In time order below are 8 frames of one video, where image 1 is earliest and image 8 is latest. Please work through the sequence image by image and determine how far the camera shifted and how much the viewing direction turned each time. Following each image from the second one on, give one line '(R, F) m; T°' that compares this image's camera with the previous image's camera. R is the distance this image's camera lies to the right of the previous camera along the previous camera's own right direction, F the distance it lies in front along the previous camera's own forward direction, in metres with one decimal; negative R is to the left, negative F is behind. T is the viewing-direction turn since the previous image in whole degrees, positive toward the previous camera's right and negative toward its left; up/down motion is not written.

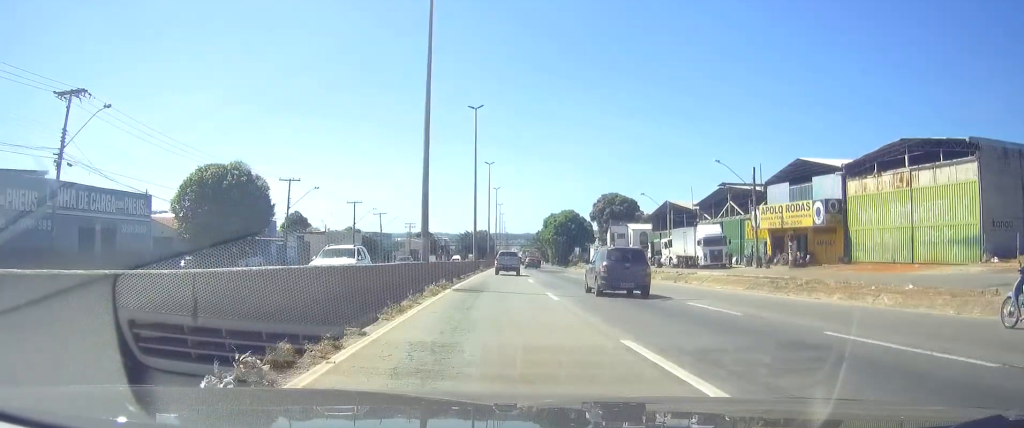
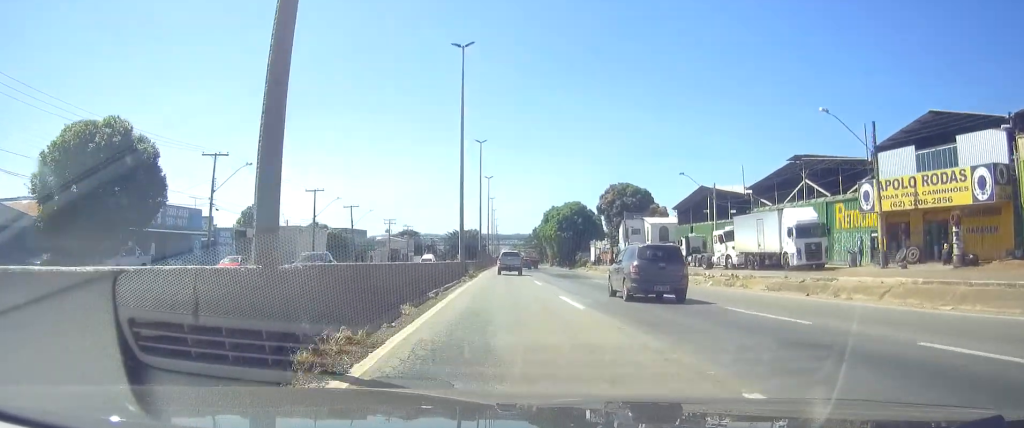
(+0.1, +18.8) m; +1°
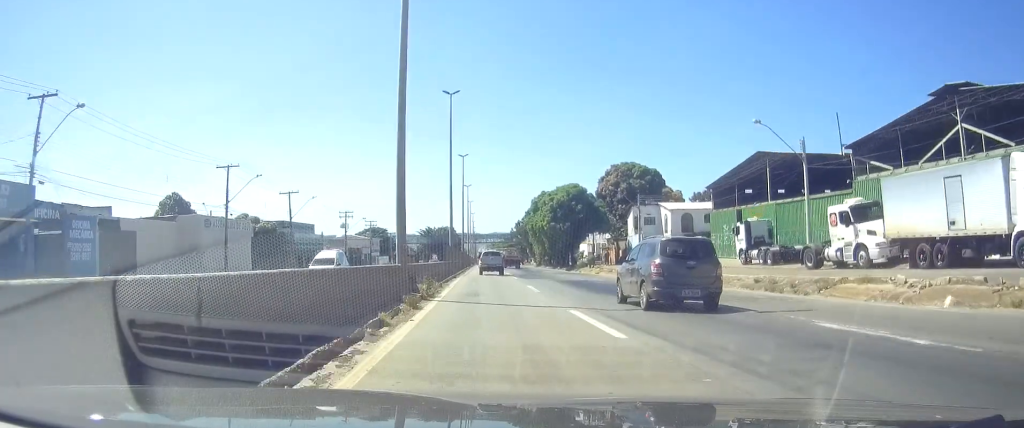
(+0.3, +22.0) m; +1°
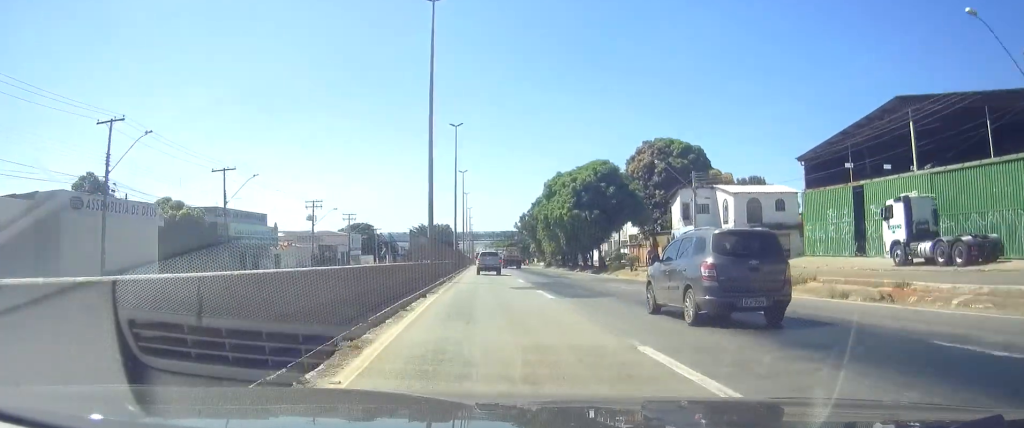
(+0.2, +21.0) m; +1°
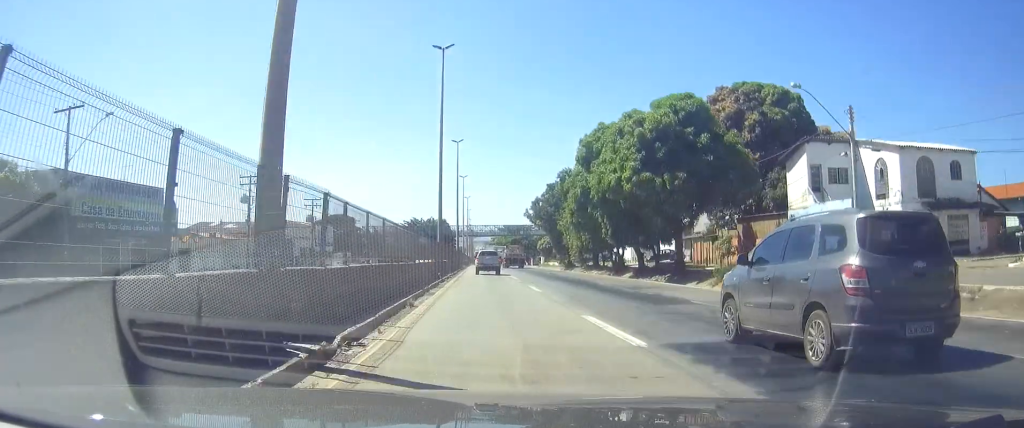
(+0.2, +26.2) m; +1°
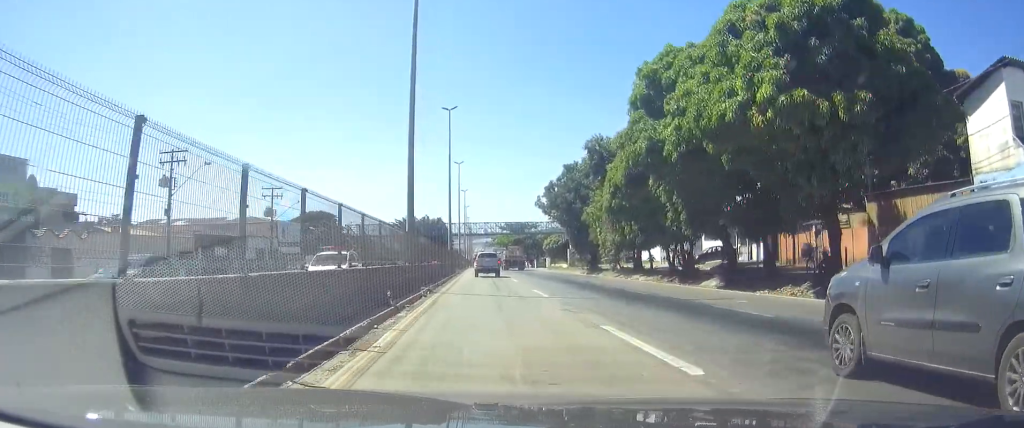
(0.0, +18.1) m; 0°
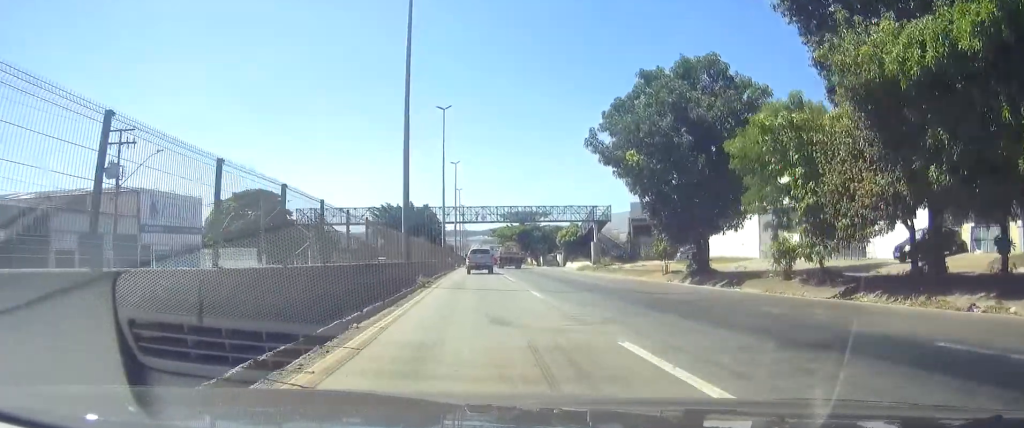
(+0.2, +34.1) m; 0°
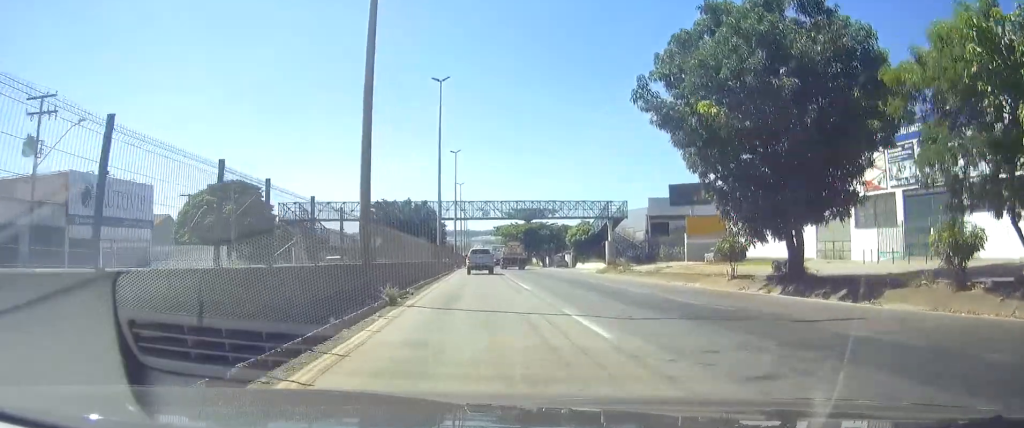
(0.0, +10.2) m; 0°
